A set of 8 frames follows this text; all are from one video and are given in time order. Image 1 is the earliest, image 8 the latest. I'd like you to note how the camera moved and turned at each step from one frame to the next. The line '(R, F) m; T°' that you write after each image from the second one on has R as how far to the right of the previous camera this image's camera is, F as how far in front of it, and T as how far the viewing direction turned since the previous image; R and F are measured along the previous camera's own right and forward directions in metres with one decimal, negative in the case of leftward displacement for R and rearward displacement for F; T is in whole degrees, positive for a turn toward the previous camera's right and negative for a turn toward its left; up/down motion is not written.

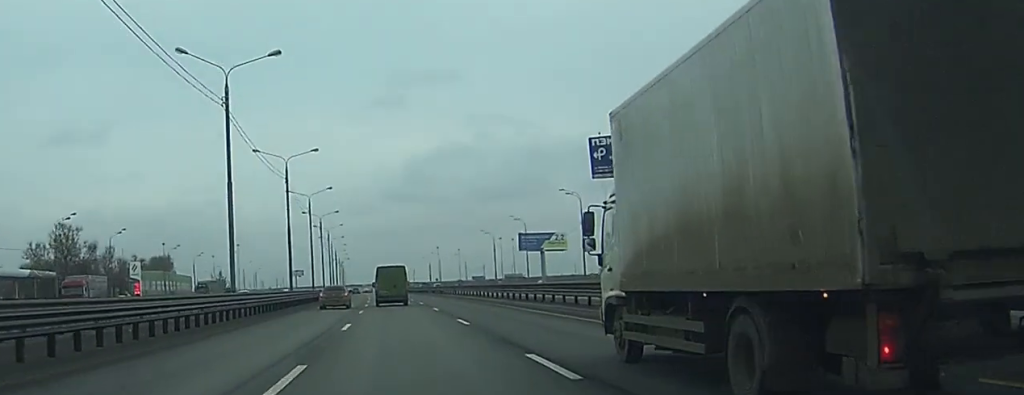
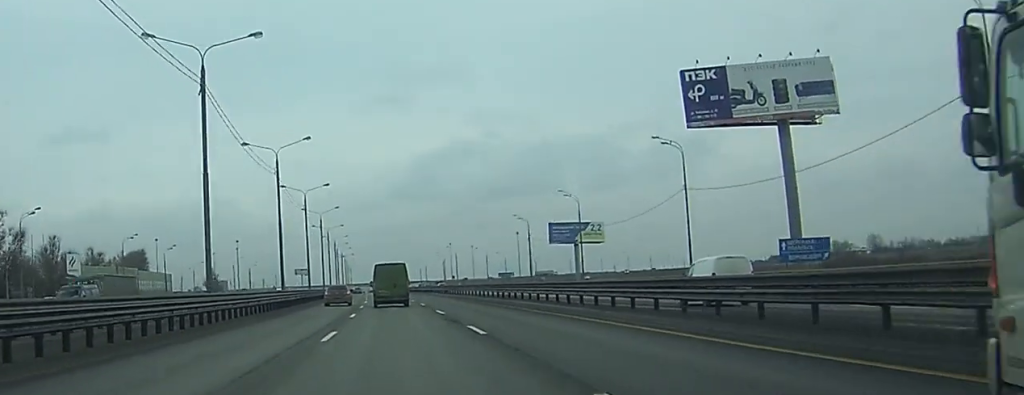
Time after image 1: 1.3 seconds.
(-0.2, +37.8) m; -1°
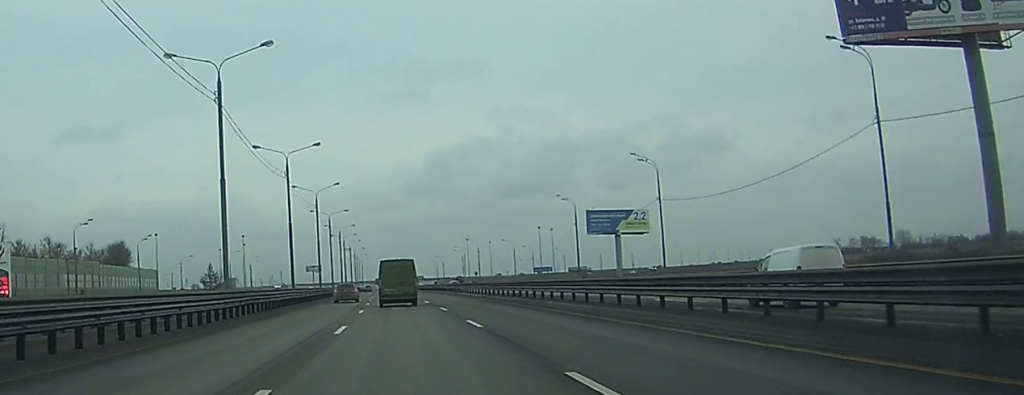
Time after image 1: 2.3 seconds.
(-0.3, +29.7) m; -1°
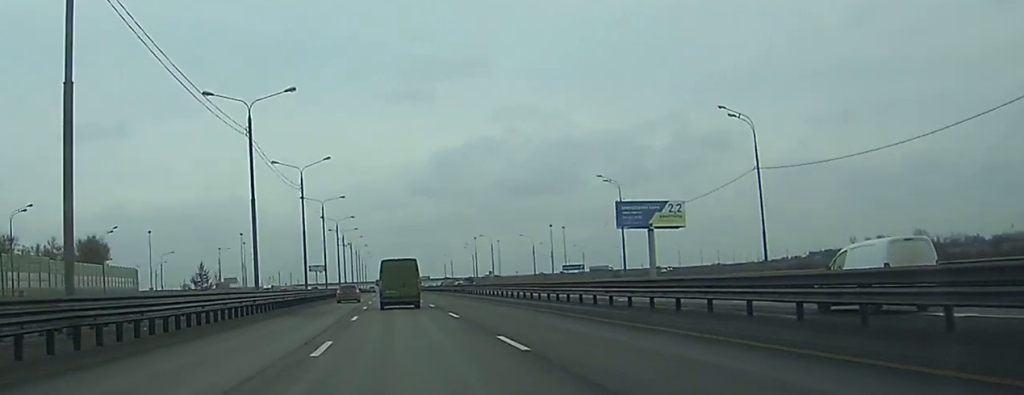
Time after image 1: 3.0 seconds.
(0.0, +22.7) m; 0°
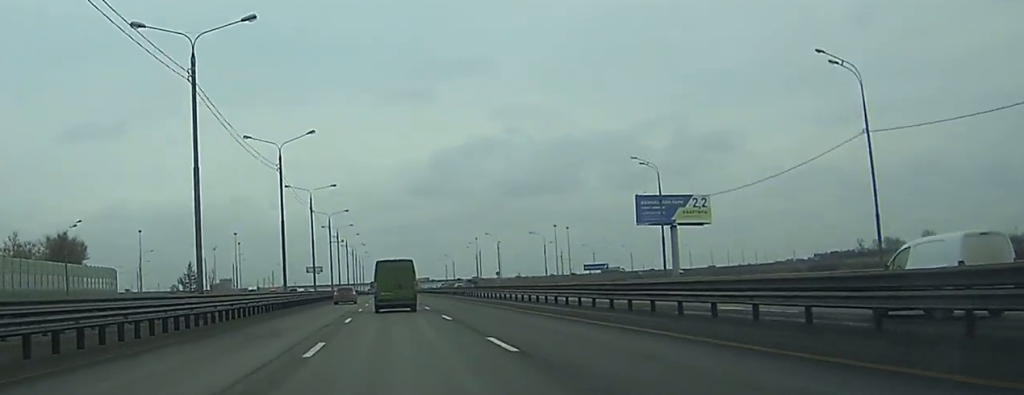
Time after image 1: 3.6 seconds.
(0.0, +15.8) m; 0°
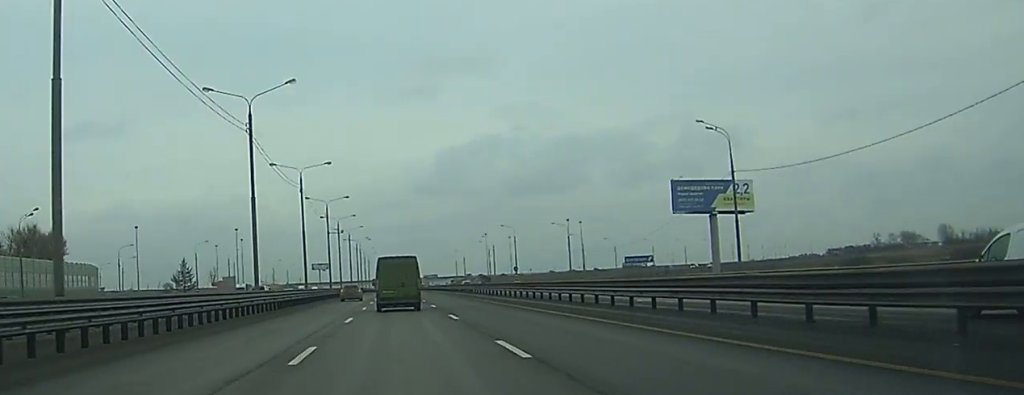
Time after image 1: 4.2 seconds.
(-0.1, +17.7) m; 0°
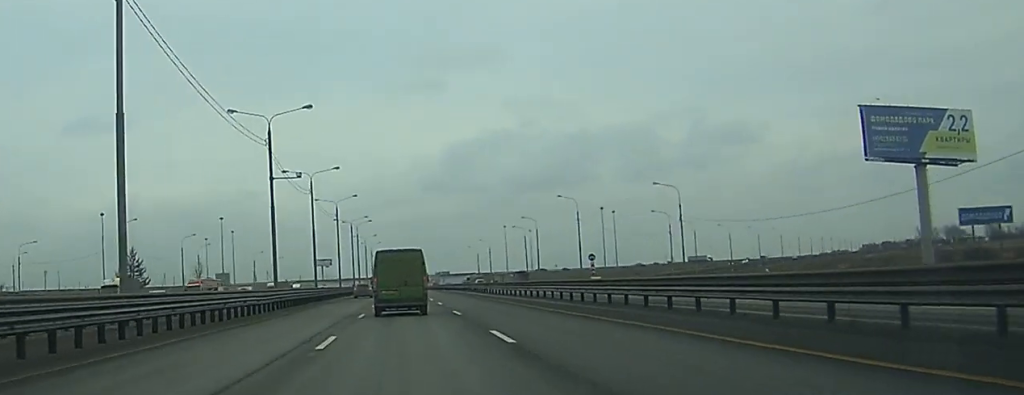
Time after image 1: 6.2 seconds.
(-0.5, +60.9) m; -1°
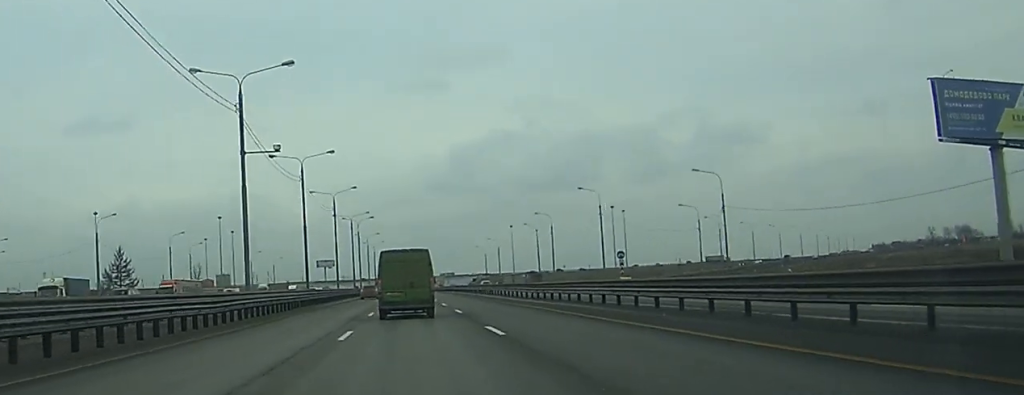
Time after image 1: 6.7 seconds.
(-0.1, +12.7) m; 0°
